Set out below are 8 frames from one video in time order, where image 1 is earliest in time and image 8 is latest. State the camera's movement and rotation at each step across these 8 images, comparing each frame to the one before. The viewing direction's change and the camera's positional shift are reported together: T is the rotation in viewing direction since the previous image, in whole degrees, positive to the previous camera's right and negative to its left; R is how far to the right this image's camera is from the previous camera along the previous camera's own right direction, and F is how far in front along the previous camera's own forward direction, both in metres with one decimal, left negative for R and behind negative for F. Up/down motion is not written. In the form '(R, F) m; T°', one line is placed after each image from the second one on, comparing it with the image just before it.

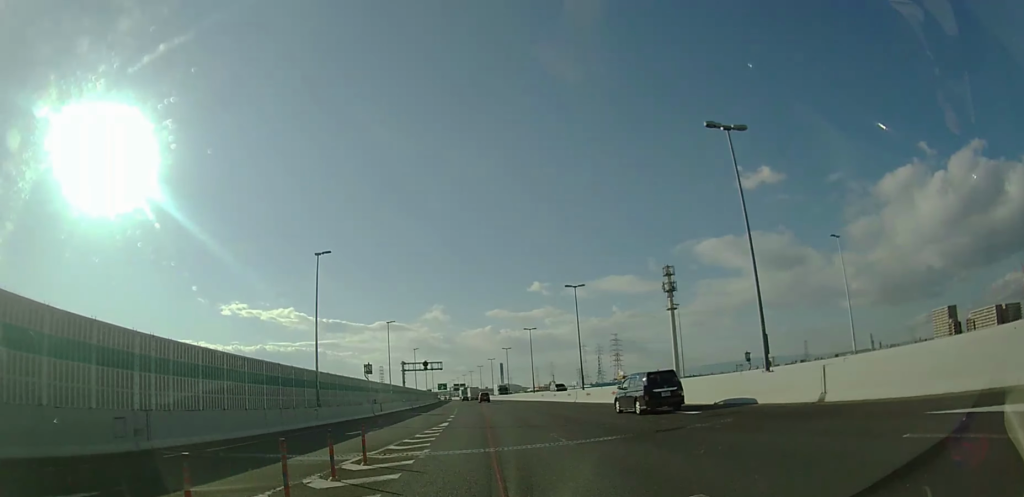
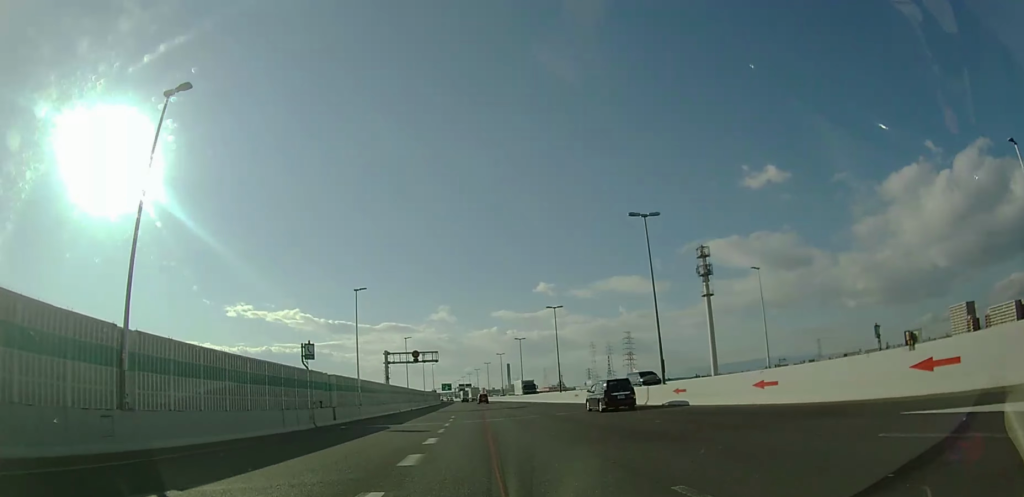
(0.0, +19.2) m; 0°
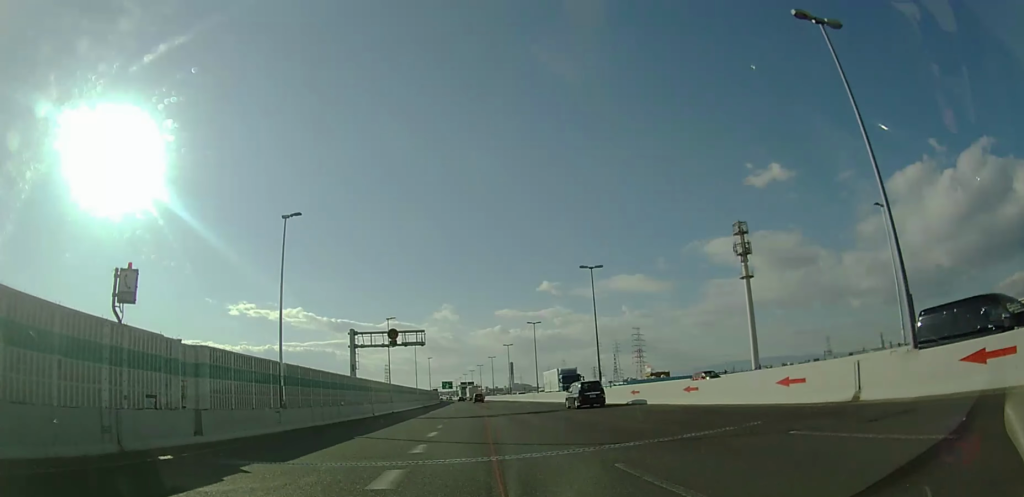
(0.0, +17.7) m; 0°
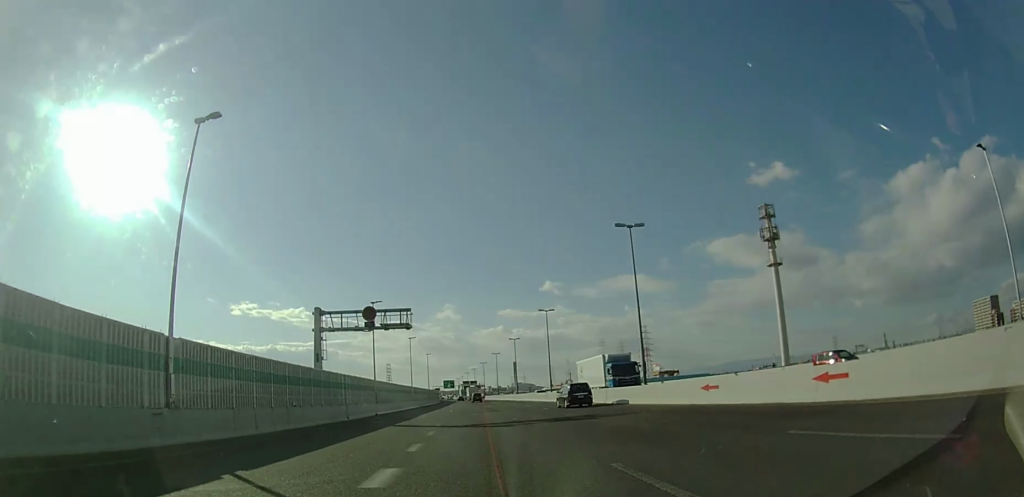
(0.0, +10.0) m; 0°
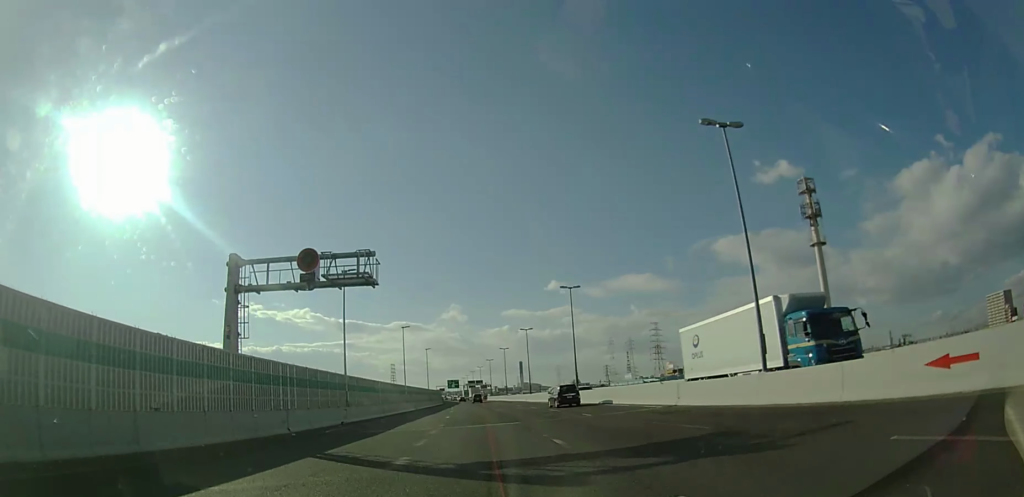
(0.0, +13.1) m; 0°
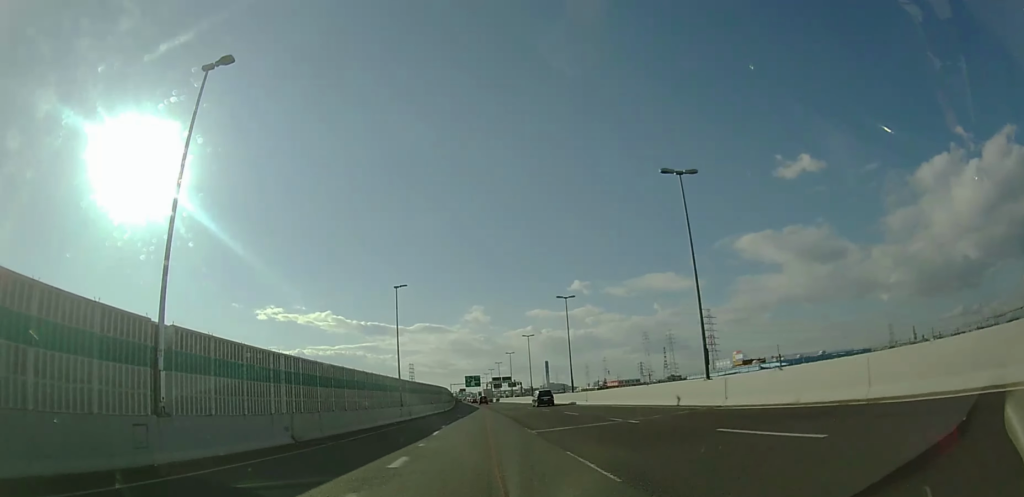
(0.0, +54.4) m; 0°
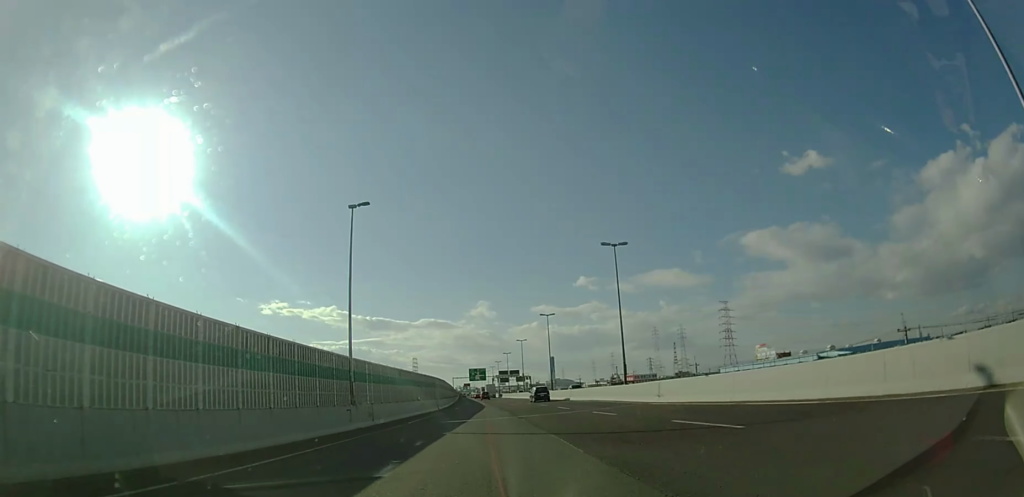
(0.0, +17.2) m; -2°
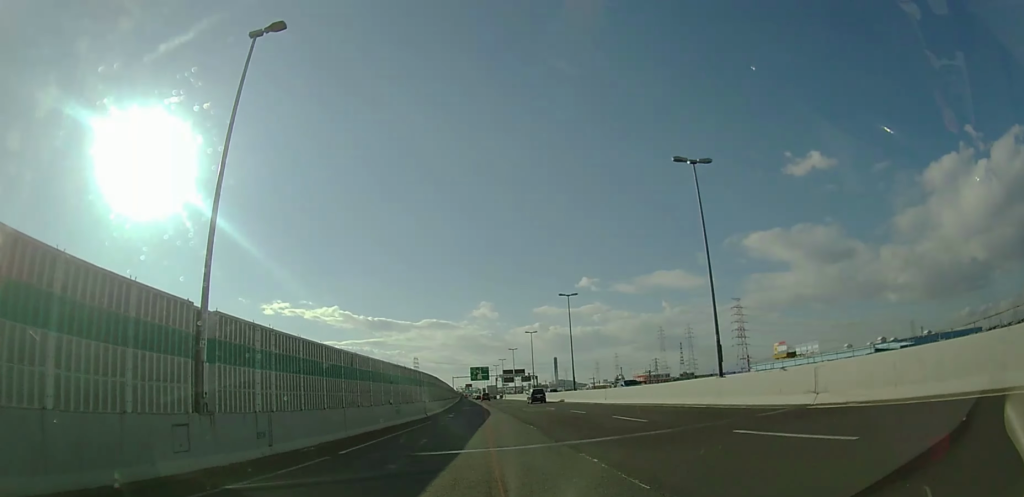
(-0.1, +14.0) m; -2°
